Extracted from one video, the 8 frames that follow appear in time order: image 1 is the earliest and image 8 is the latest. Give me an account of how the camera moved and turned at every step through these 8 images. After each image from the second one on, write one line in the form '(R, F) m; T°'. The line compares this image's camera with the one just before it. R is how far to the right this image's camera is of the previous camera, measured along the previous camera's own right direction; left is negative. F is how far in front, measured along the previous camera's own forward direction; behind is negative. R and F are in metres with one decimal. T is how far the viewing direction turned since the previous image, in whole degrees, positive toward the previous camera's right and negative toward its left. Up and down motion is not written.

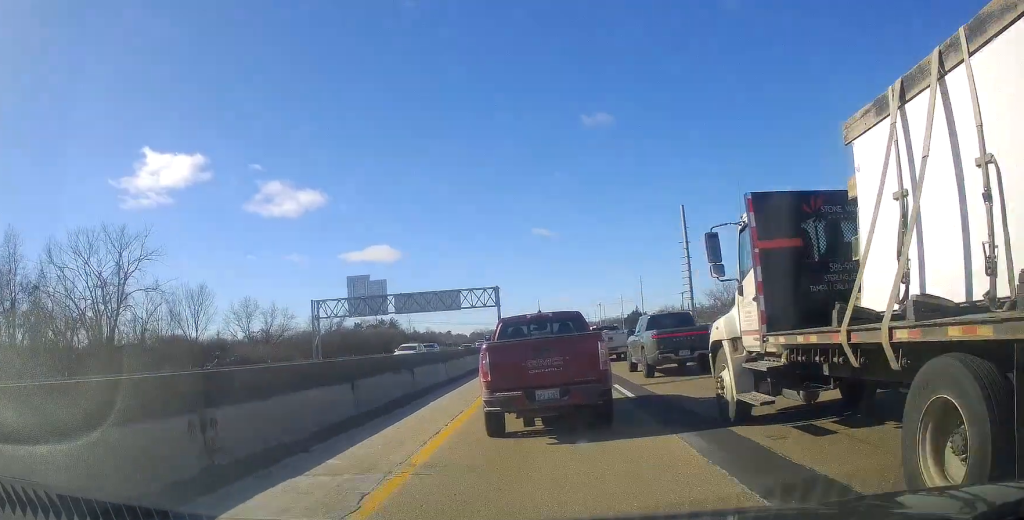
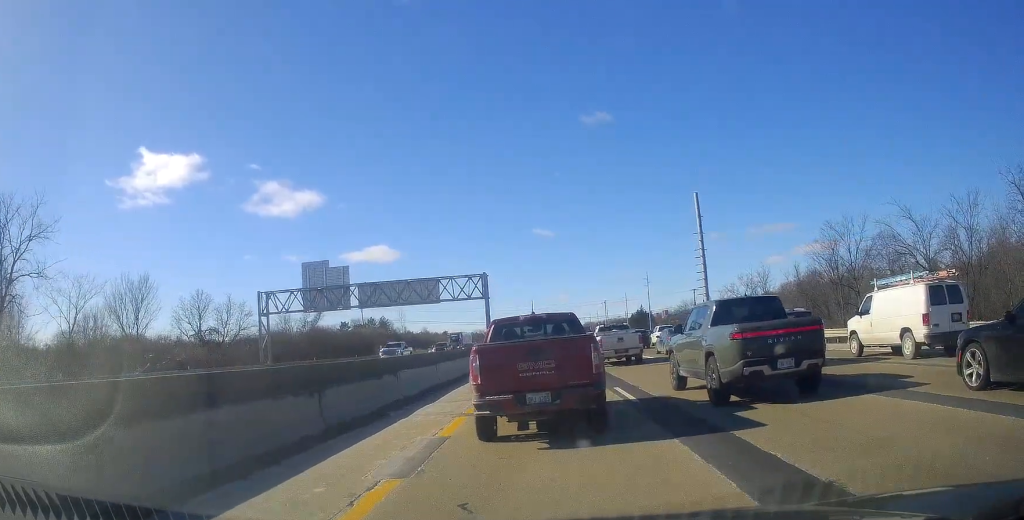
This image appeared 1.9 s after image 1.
(+0.3, +16.0) m; +1°
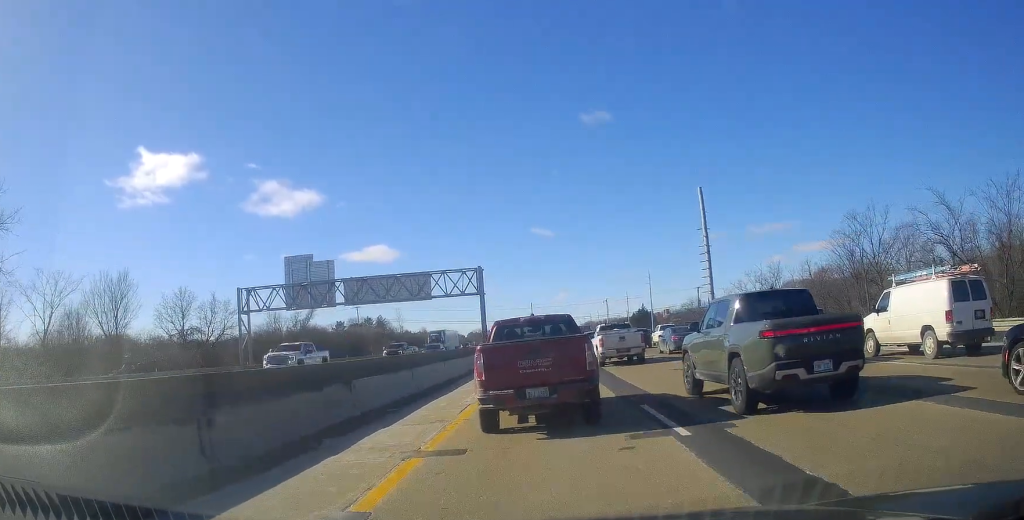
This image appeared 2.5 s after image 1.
(0.0, +5.0) m; 0°
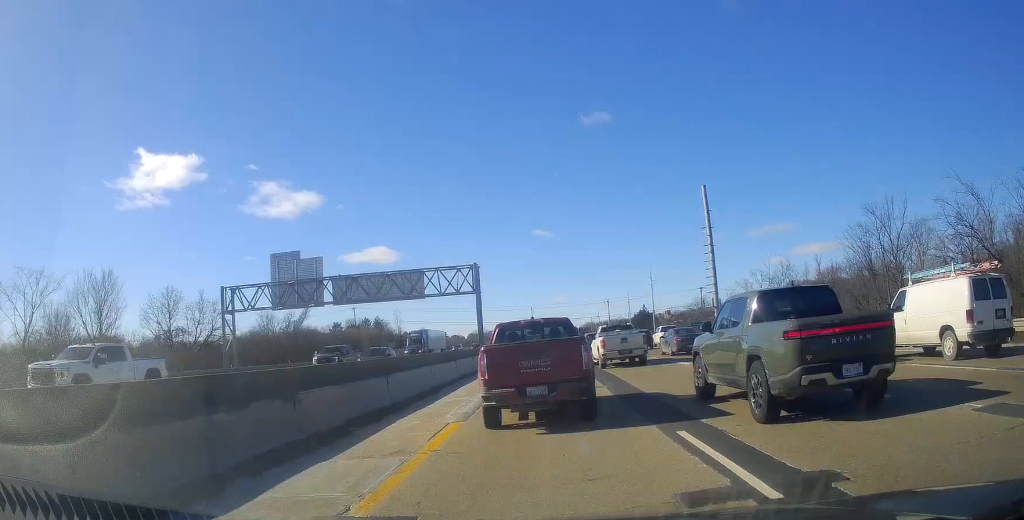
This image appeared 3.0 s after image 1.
(0.0, +3.8) m; 0°
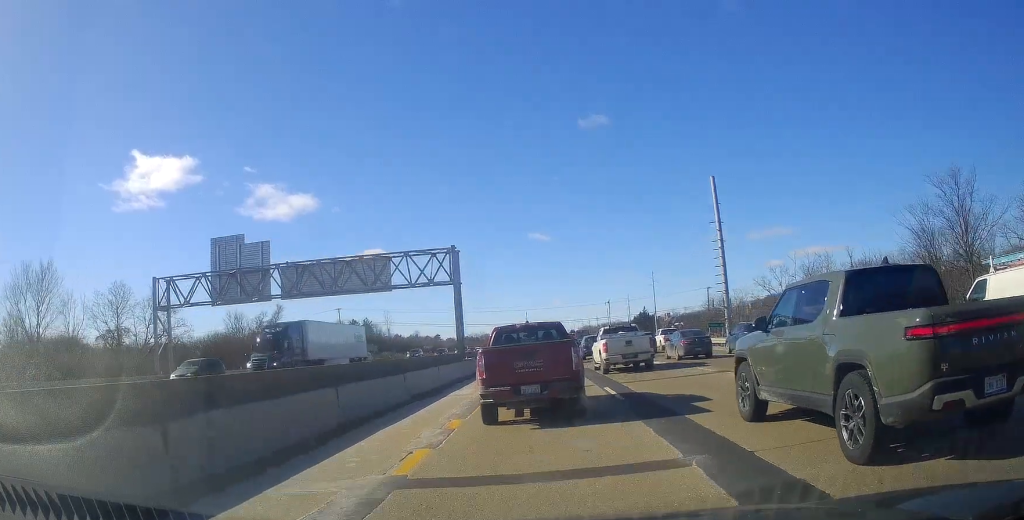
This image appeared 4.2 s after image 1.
(0.0, +11.4) m; 0°
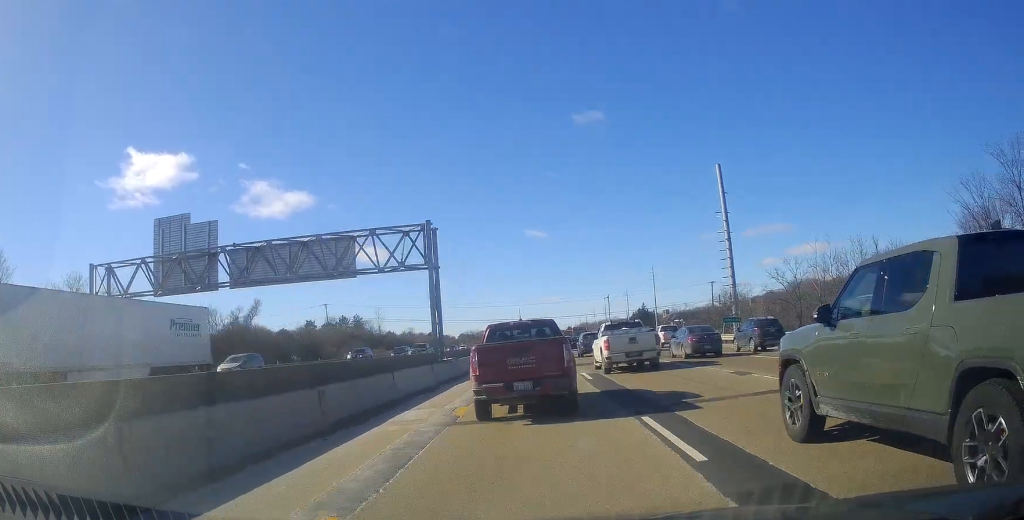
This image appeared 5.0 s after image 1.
(0.0, +7.6) m; -1°
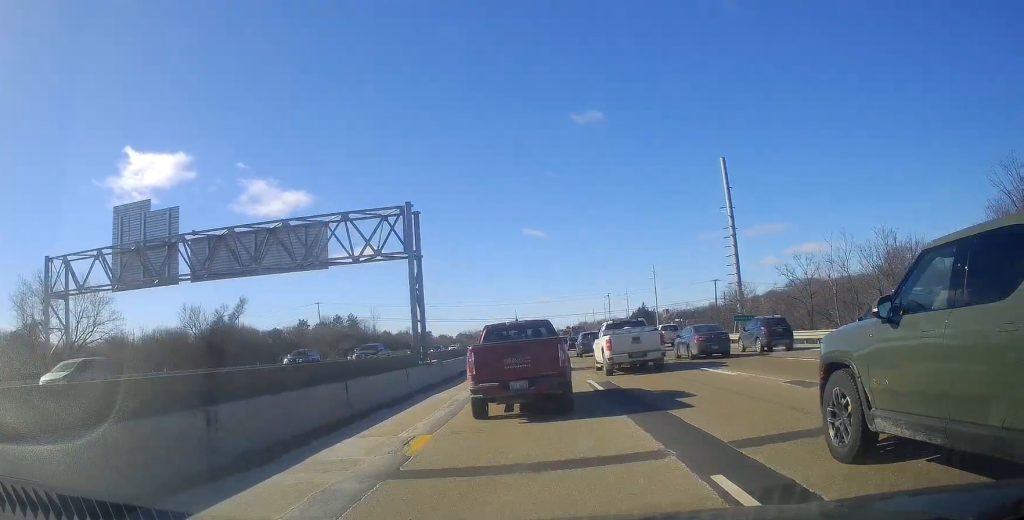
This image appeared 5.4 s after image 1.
(0.0, +4.7) m; -1°
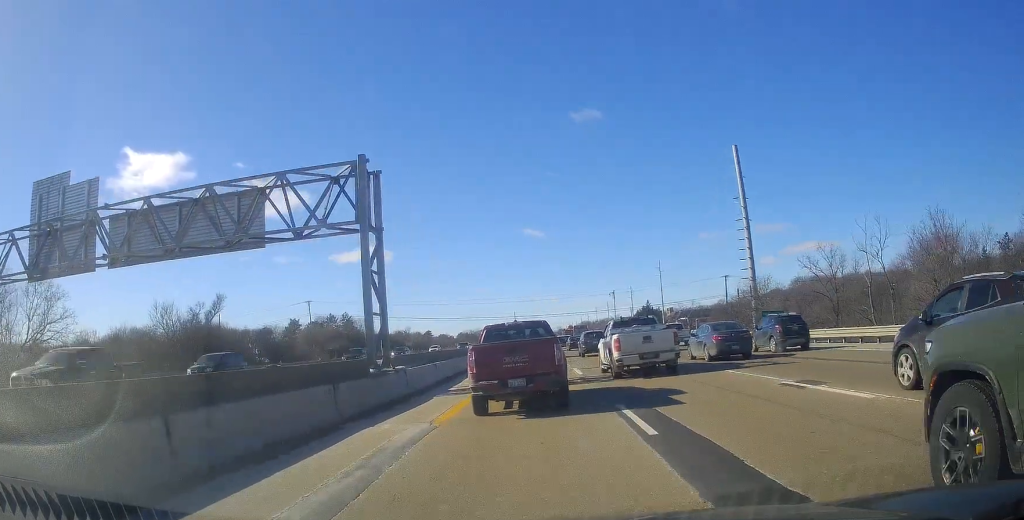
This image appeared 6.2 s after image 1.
(-0.2, +8.1) m; -1°
